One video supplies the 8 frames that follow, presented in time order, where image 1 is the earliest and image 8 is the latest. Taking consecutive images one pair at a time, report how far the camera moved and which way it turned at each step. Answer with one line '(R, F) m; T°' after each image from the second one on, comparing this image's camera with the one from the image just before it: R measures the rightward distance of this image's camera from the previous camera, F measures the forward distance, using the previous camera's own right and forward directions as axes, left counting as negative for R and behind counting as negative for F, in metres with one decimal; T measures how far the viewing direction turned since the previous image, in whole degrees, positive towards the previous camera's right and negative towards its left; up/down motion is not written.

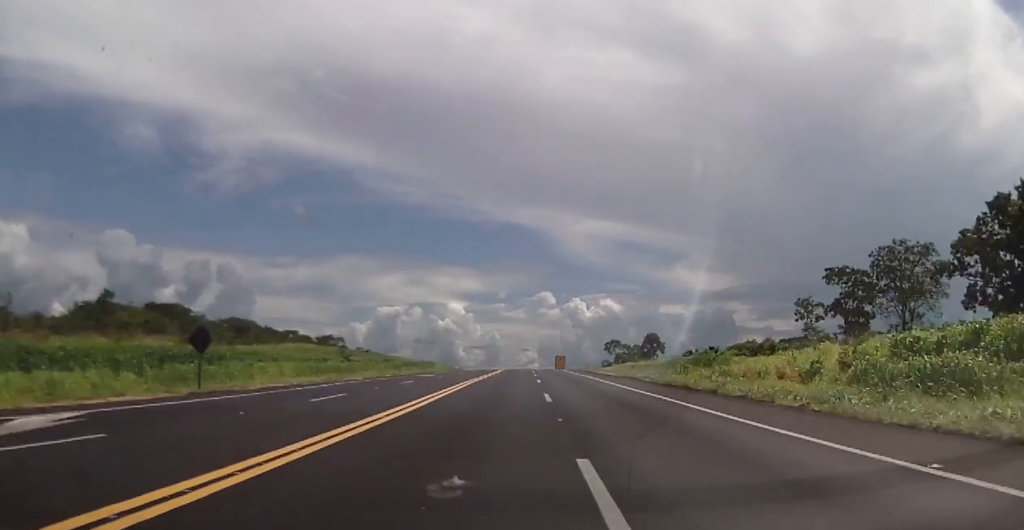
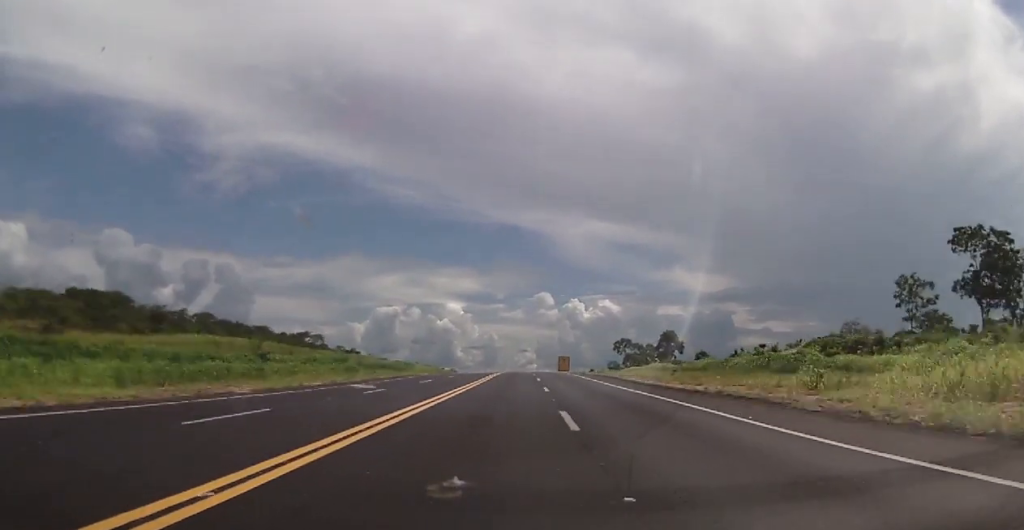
(-0.1, +24.3) m; 0°
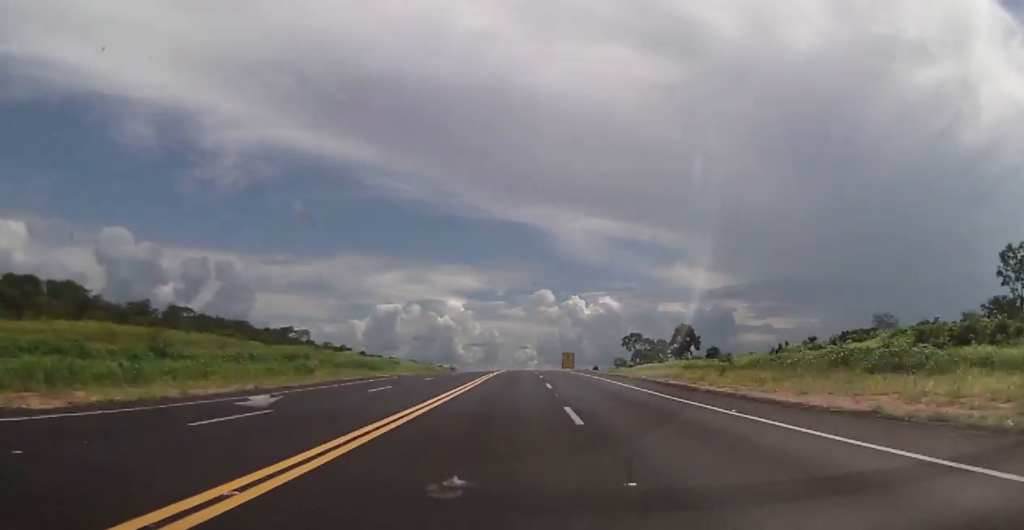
(+0.1, +15.4) m; 0°
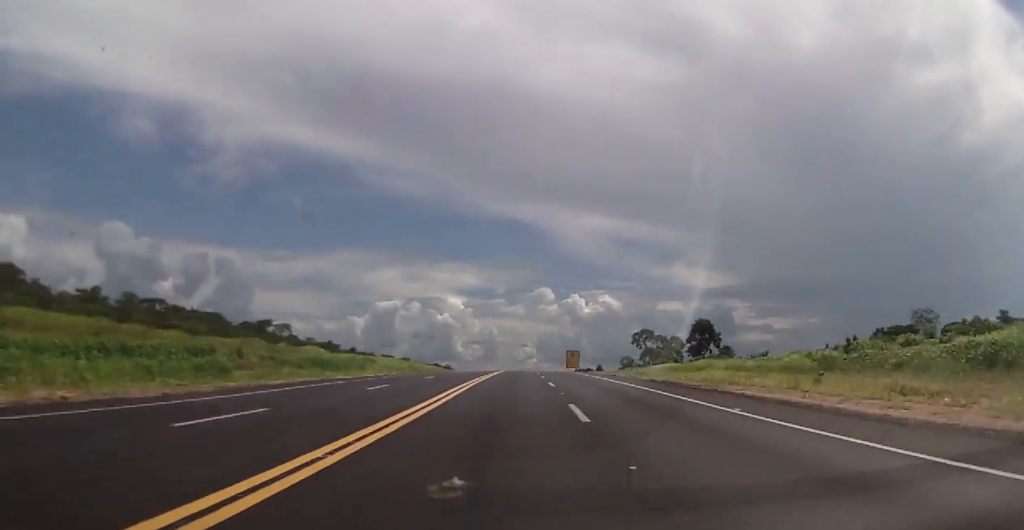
(0.0, +16.5) m; 0°
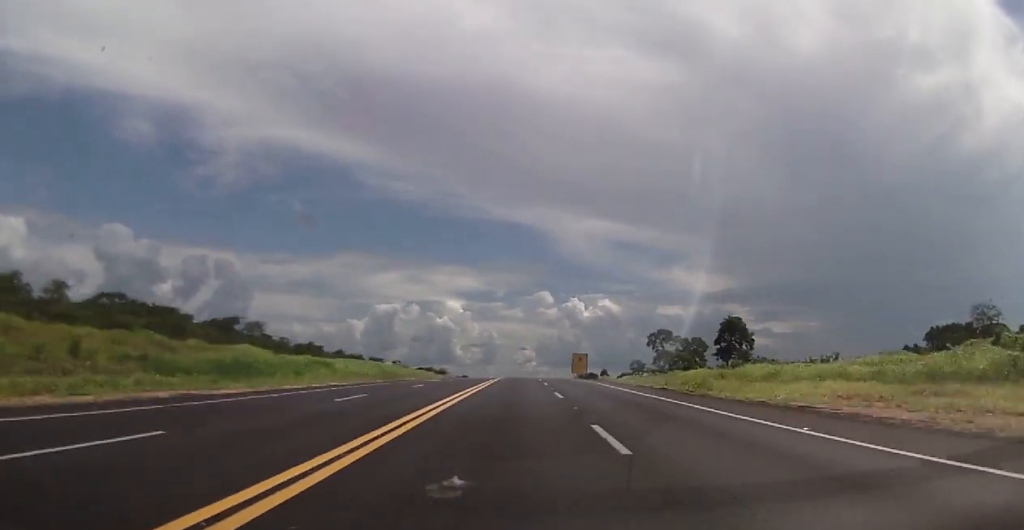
(-0.1, +20.7) m; 0°
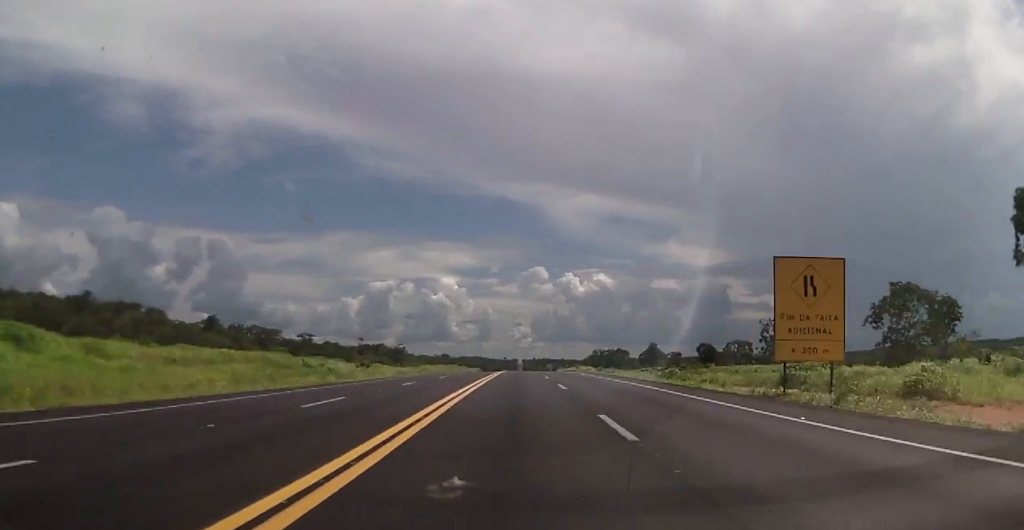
(-0.3, +112.5) m; 0°
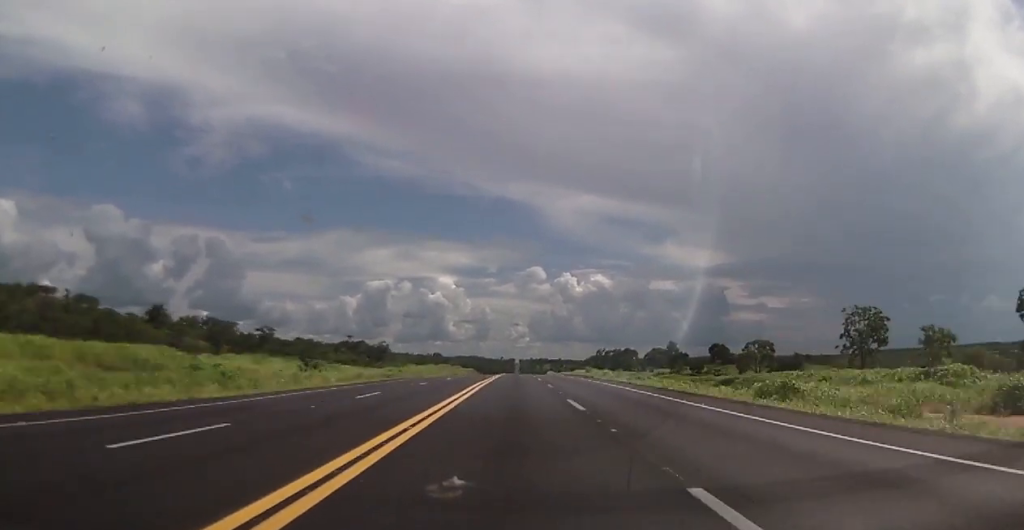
(+0.1, +24.4) m; +1°
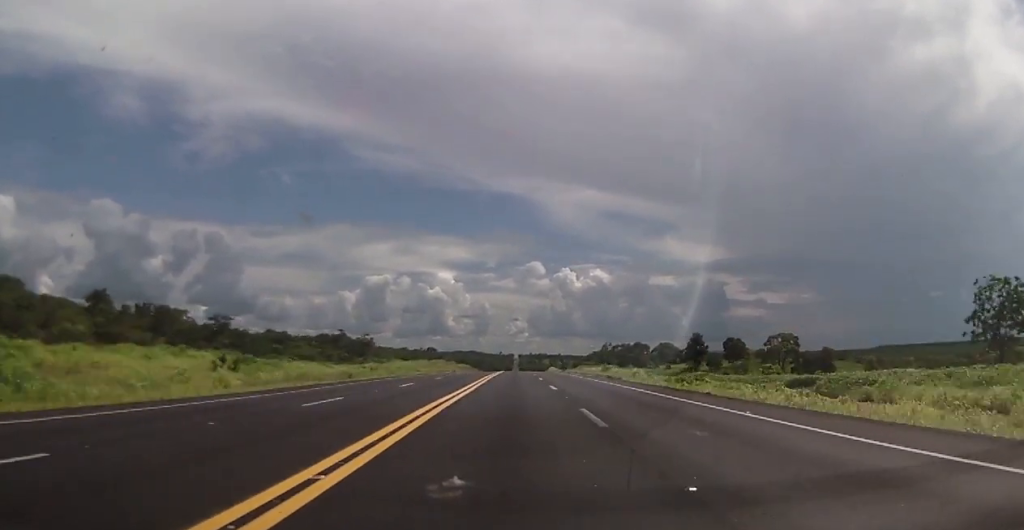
(+0.3, +21.2) m; 0°
